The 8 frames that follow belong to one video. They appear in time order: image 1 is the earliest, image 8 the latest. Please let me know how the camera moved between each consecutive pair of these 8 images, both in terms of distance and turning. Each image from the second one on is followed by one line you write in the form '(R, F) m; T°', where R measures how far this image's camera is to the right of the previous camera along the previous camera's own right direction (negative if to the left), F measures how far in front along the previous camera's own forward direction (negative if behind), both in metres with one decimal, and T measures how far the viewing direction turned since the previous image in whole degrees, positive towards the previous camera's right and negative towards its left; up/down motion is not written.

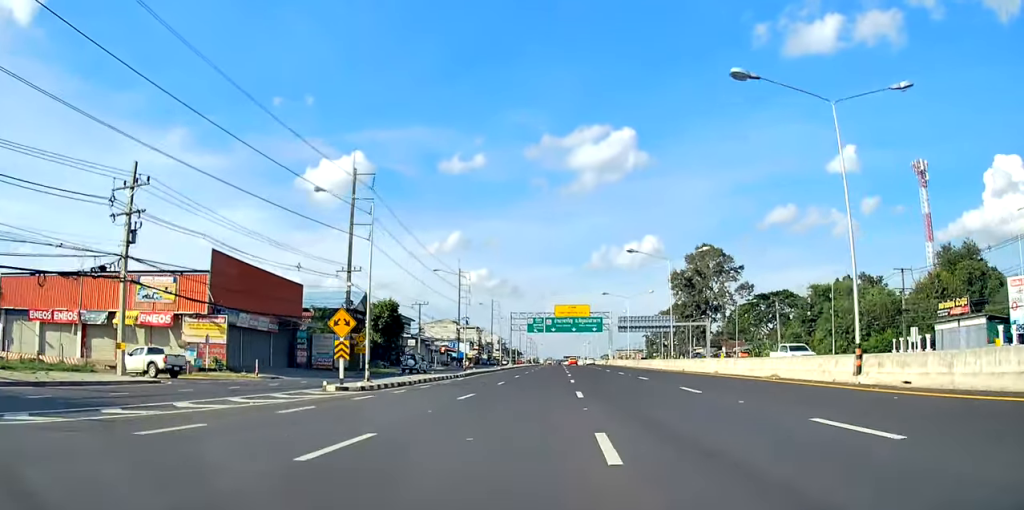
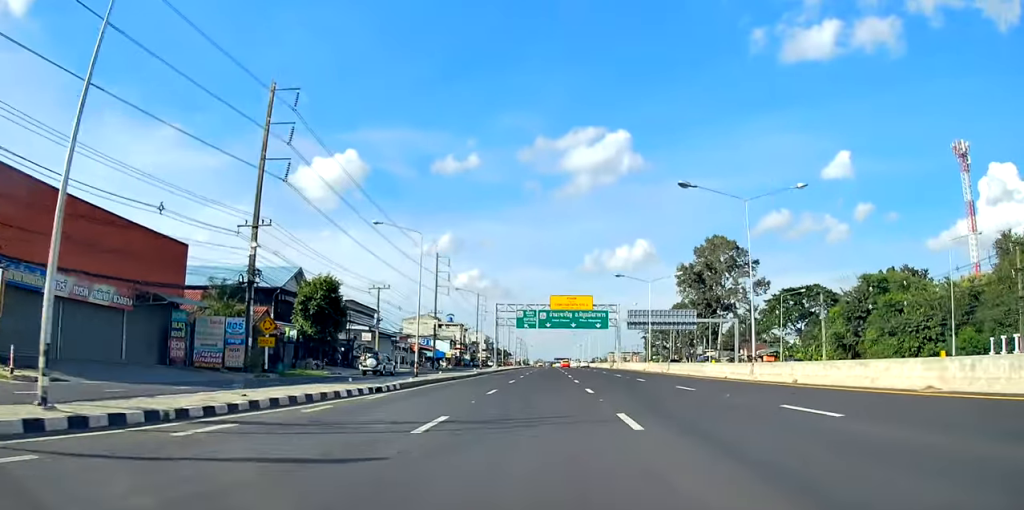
(-0.1, +21.3) m; +1°
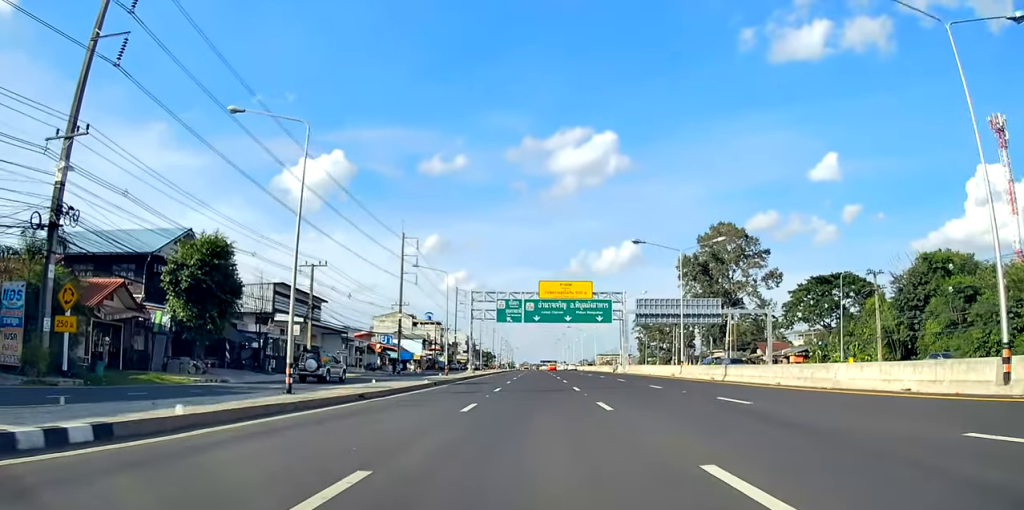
(+0.3, +17.7) m; +1°
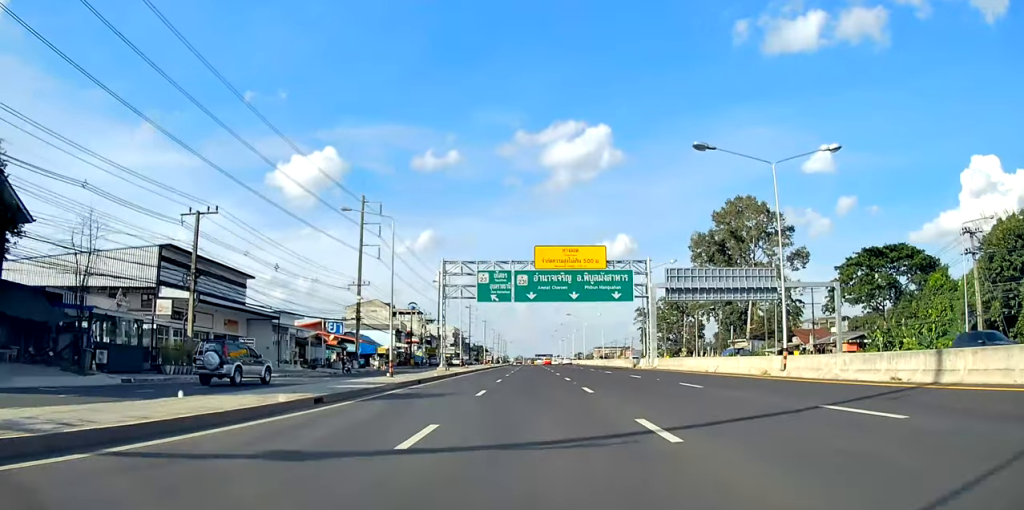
(+0.1, +18.7) m; +1°
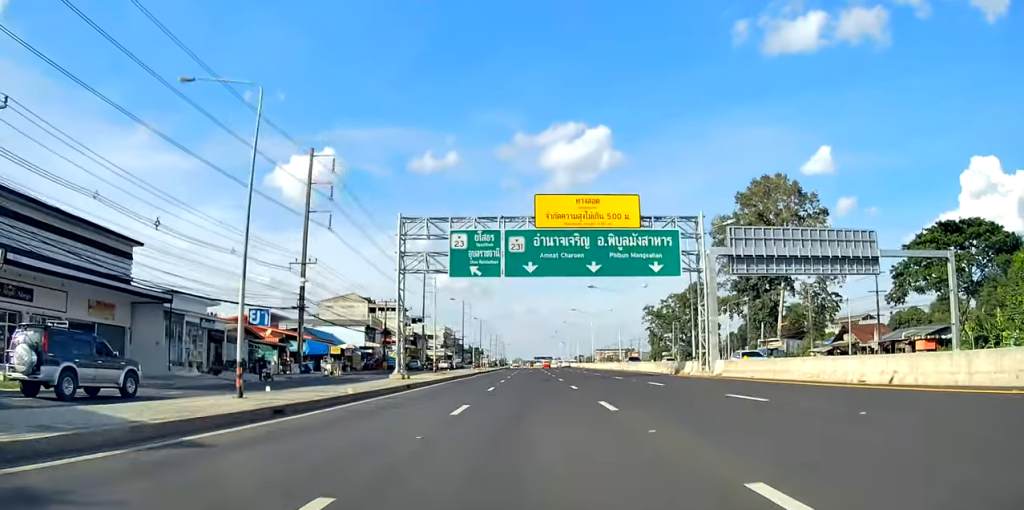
(+0.3, +18.0) m; +1°
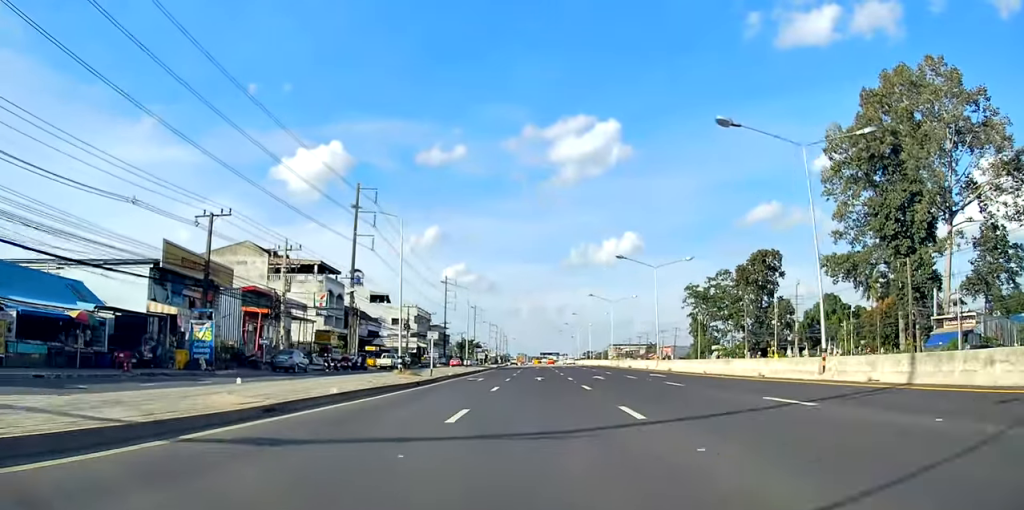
(-0.3, +47.8) m; -1°
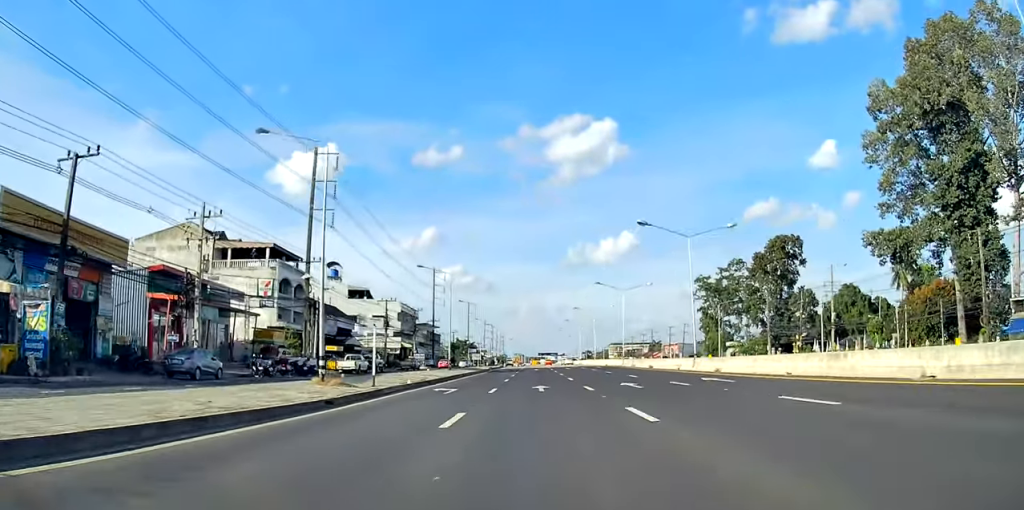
(0.0, +12.8) m; 0°
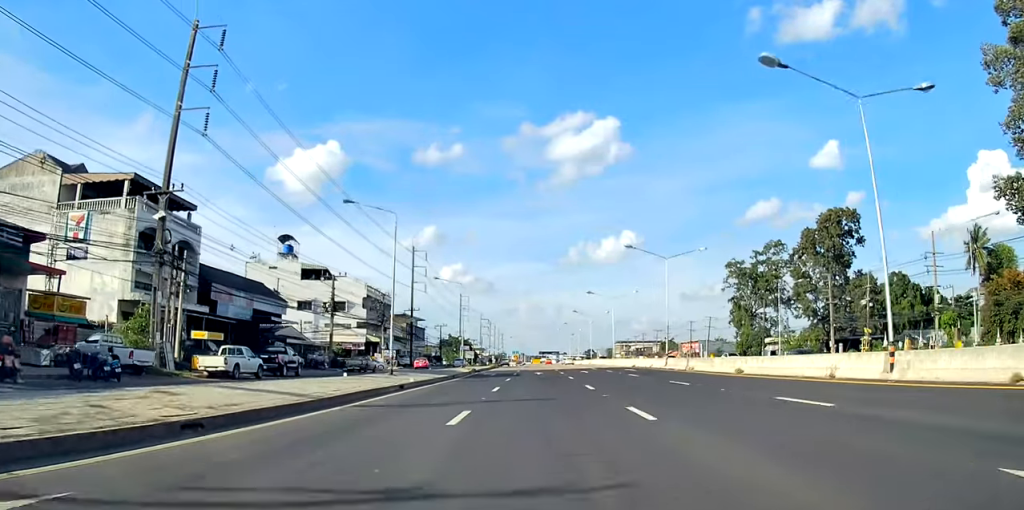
(0.0, +25.9) m; 0°
